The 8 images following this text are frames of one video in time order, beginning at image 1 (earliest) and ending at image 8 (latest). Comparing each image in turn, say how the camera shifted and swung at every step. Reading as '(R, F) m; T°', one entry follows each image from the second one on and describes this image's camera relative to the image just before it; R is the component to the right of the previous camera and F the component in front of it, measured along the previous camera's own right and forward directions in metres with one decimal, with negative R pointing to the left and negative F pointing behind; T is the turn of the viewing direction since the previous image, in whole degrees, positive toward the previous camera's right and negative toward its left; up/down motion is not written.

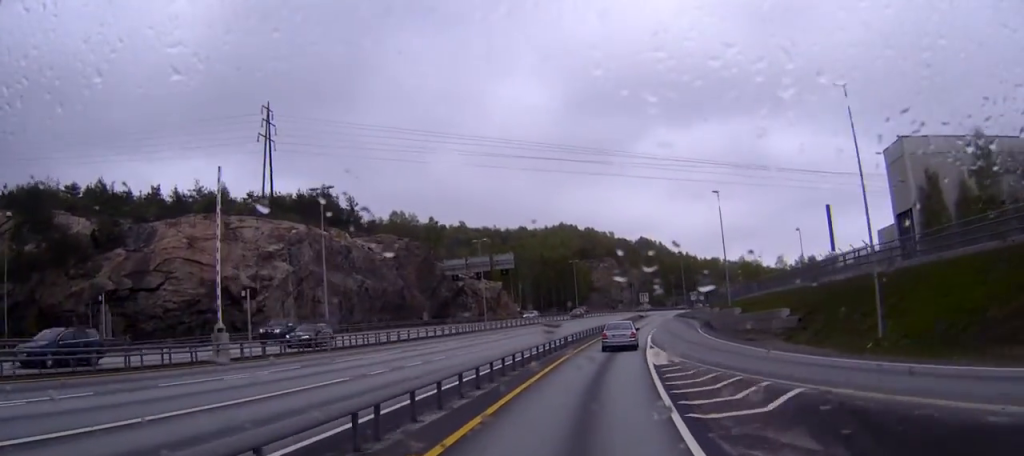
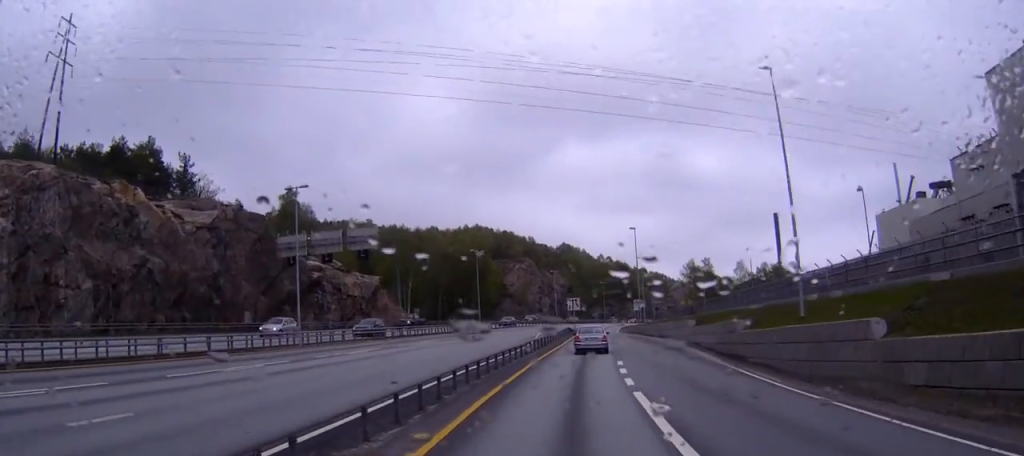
(+2.9, +33.2) m; +9°
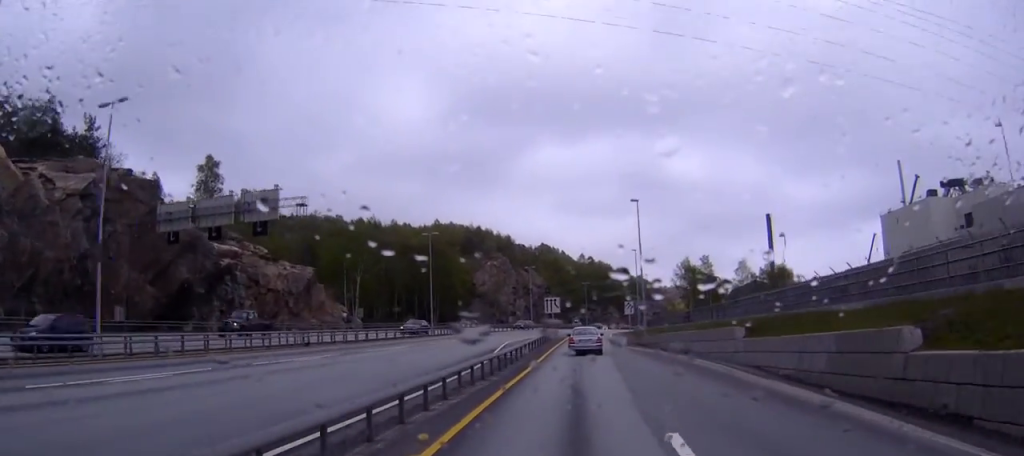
(+0.6, +17.7) m; +3°
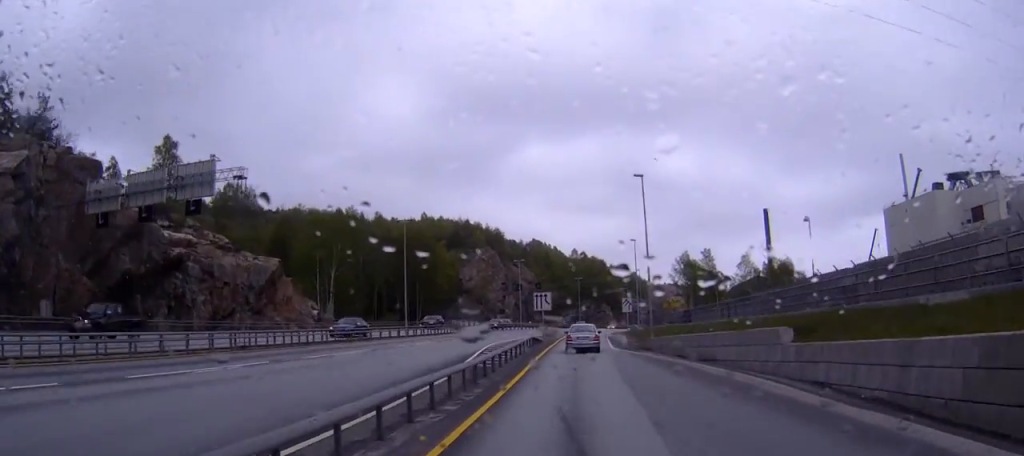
(0.0, +7.5) m; +1°
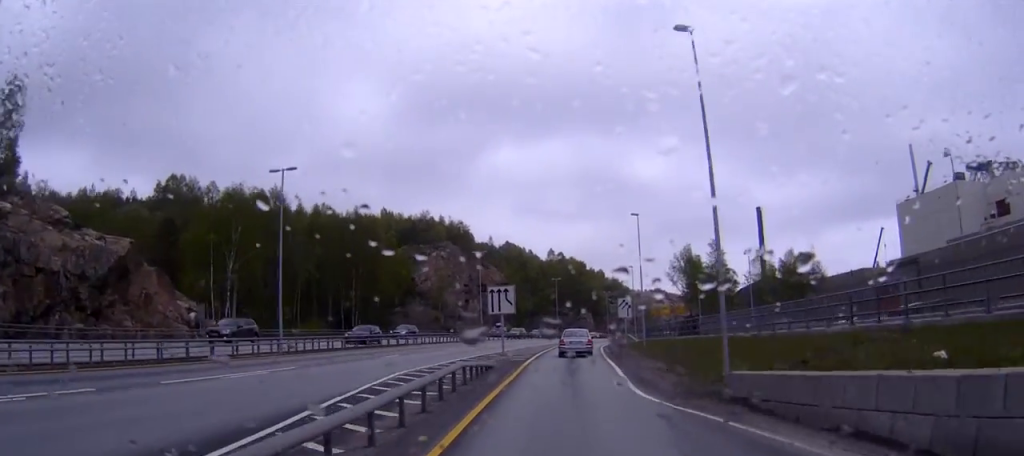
(+0.1, +22.0) m; 0°
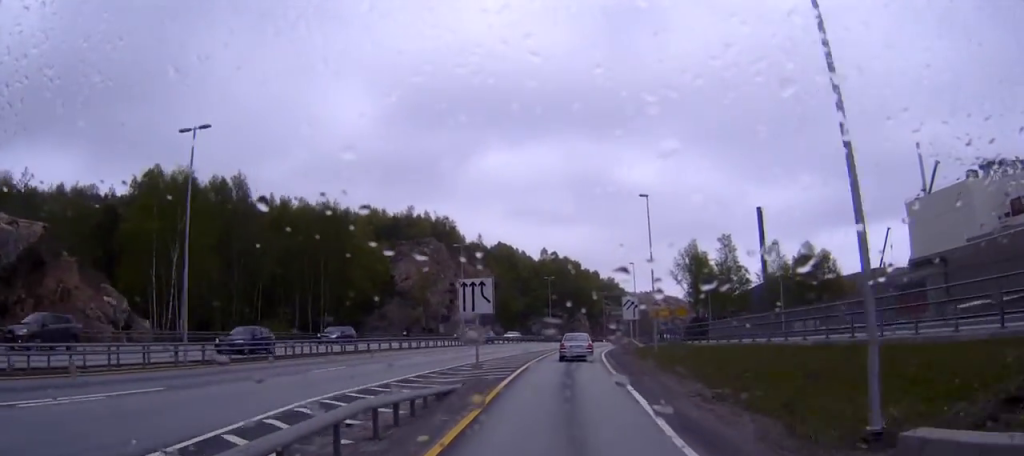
(-0.1, +9.1) m; 0°
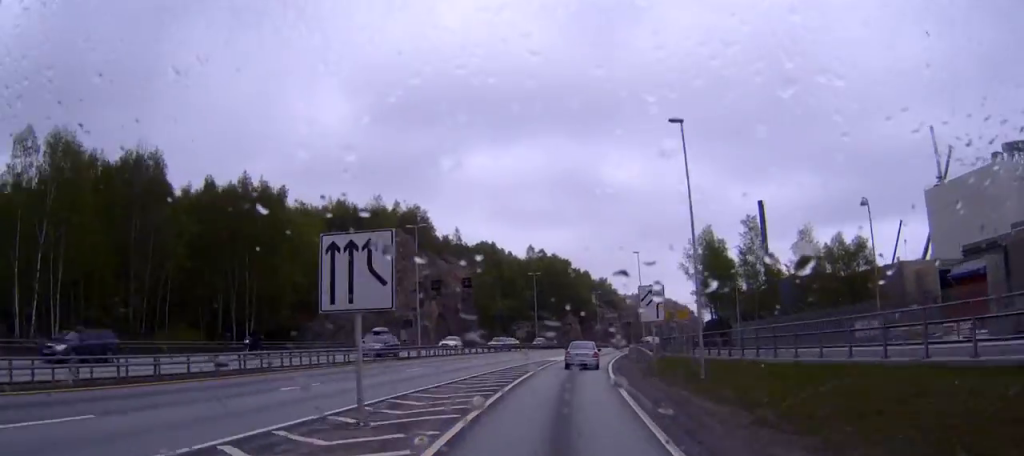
(+0.2, +16.3) m; +1°
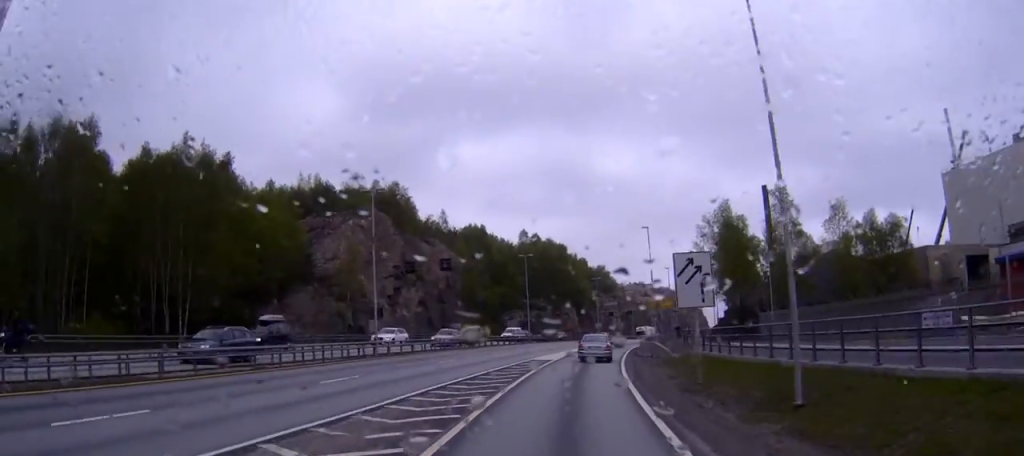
(+0.1, +11.0) m; +1°
